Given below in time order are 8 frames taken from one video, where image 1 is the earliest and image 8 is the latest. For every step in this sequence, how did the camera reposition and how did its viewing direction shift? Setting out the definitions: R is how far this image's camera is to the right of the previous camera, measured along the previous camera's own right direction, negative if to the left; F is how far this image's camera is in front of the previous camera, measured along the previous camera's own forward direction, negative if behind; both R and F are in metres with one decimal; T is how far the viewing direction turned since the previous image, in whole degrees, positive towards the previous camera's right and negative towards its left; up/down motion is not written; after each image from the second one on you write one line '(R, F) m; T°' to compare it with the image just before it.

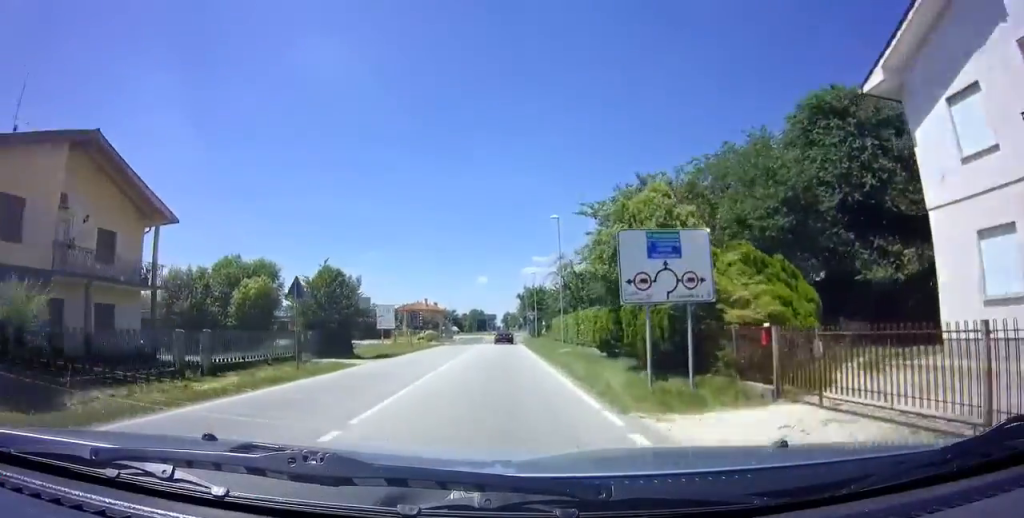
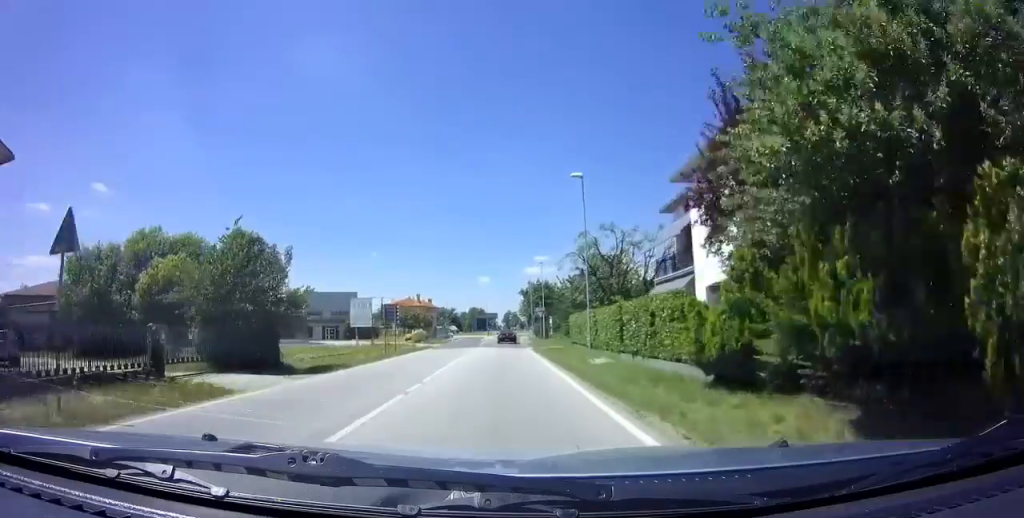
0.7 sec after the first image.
(-0.2, +11.2) m; 0°
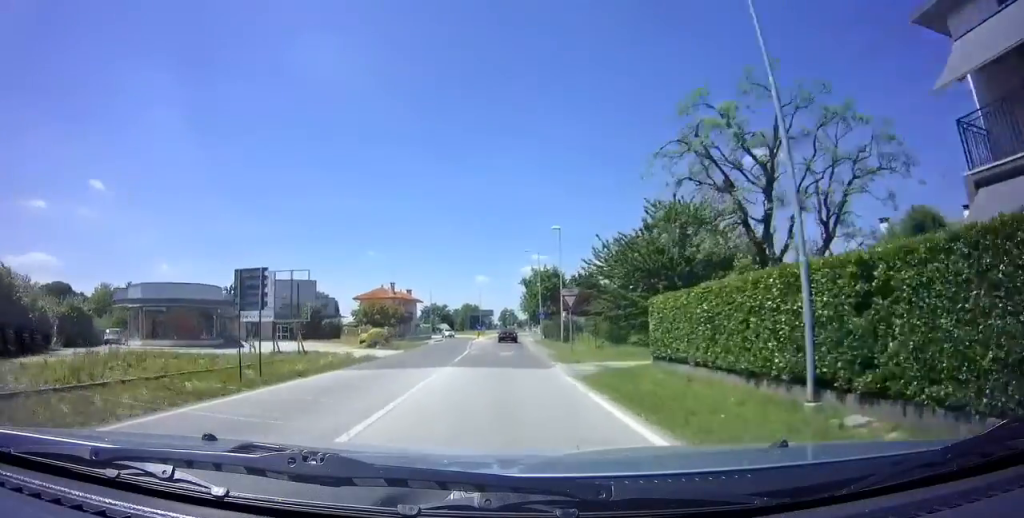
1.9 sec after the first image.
(+0.4, +19.8) m; +1°
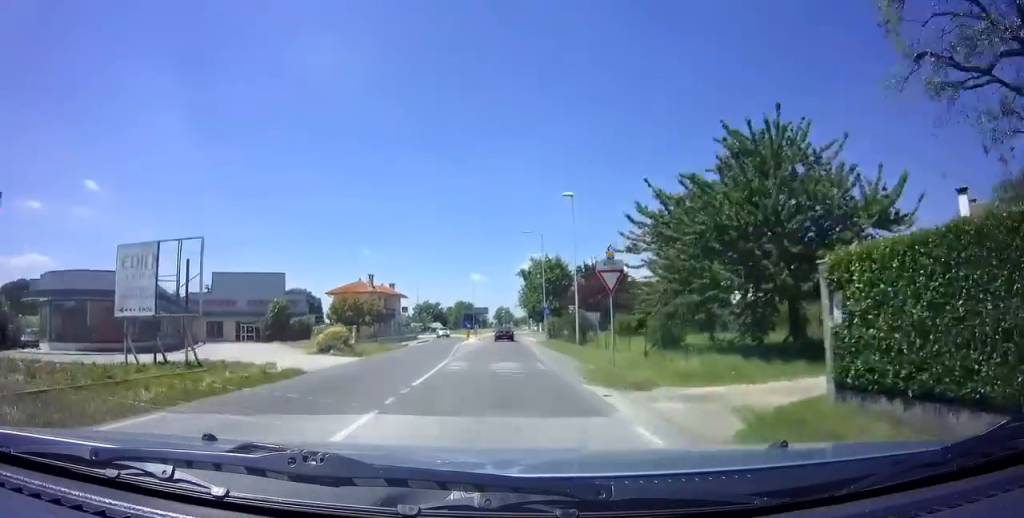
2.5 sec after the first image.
(0.0, +9.5) m; 0°
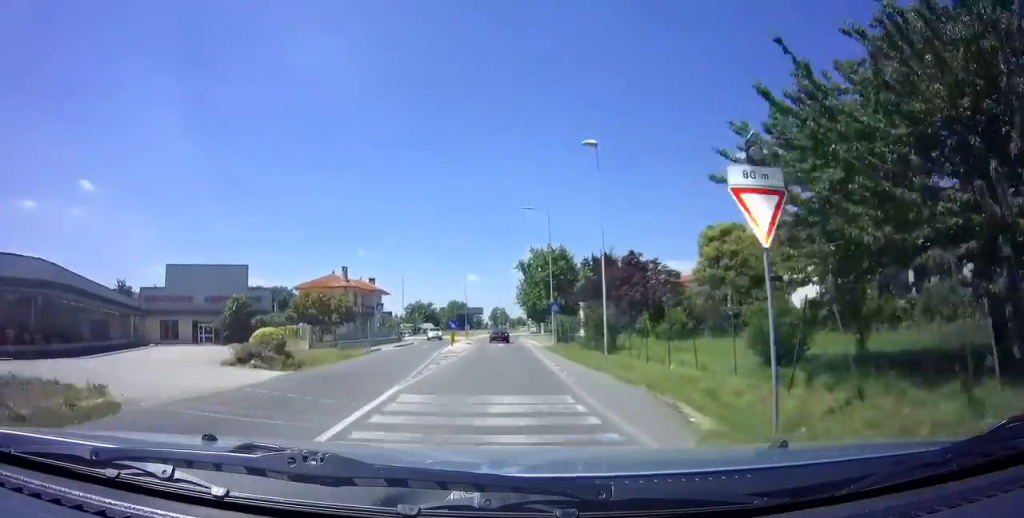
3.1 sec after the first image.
(0.0, +8.7) m; 0°
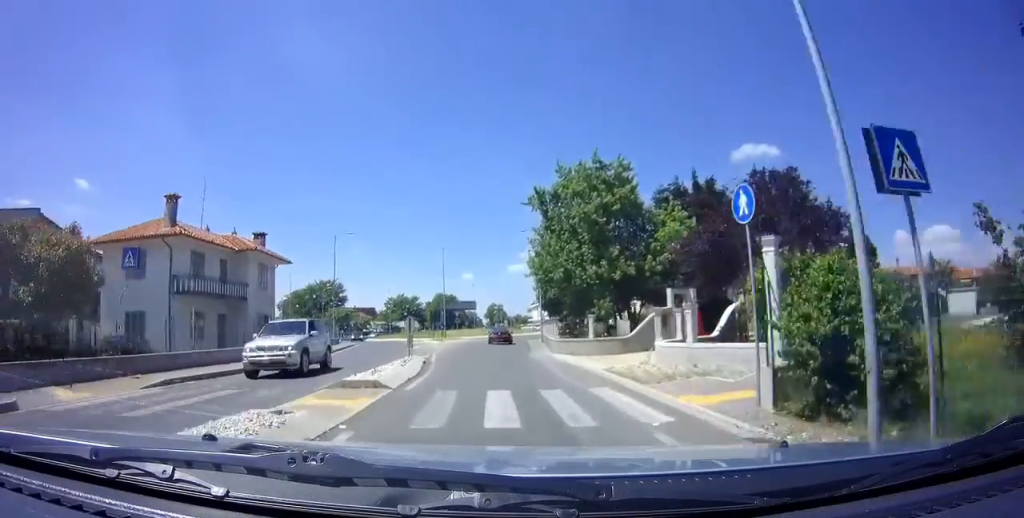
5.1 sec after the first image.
(-0.1, +27.9) m; -1°
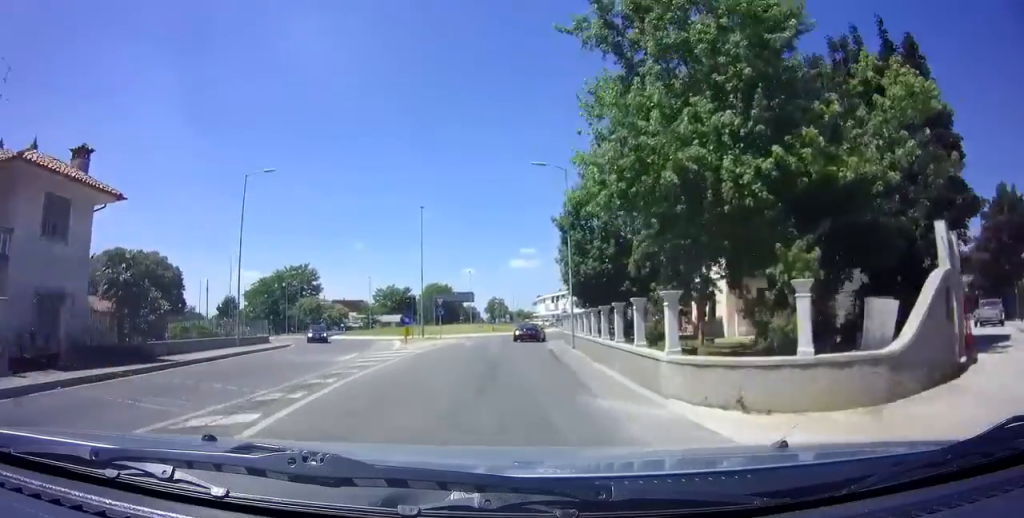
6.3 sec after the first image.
(-0.1, +14.4) m; 0°
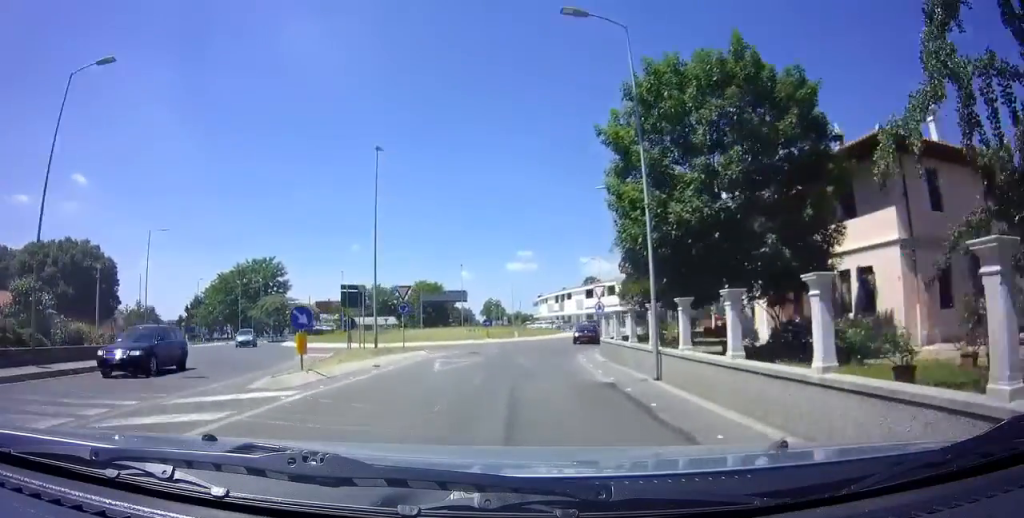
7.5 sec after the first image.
(+0.3, +13.0) m; +7°
